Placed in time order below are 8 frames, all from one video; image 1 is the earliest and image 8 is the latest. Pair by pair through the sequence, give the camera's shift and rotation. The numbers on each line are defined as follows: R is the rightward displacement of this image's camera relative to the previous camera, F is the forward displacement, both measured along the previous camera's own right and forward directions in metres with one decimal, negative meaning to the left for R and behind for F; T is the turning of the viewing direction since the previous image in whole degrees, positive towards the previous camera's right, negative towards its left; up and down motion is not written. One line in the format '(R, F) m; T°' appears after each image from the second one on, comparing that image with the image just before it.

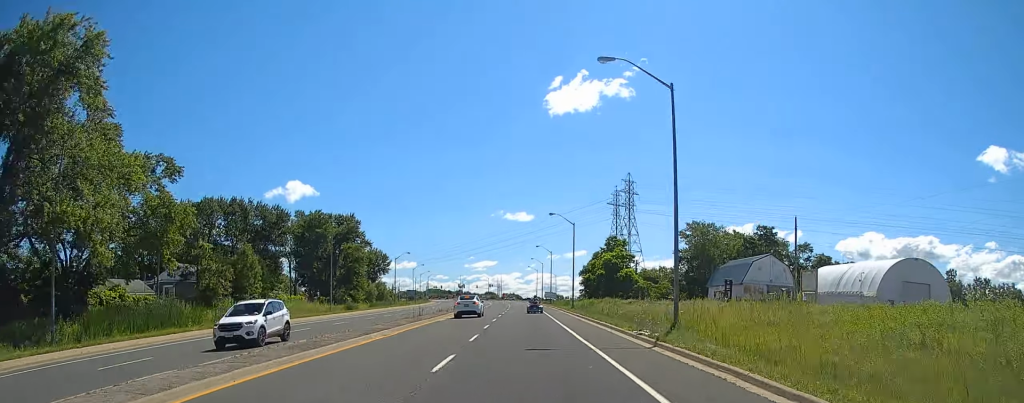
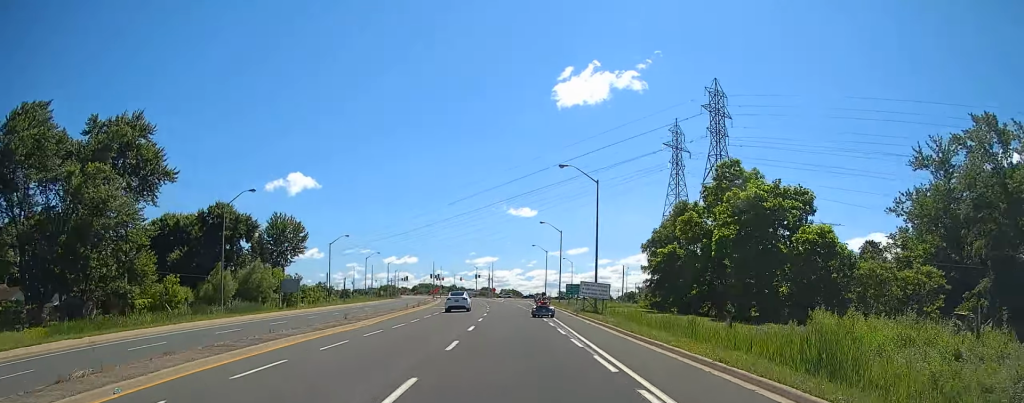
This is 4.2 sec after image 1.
(+0.2, +75.9) m; 0°
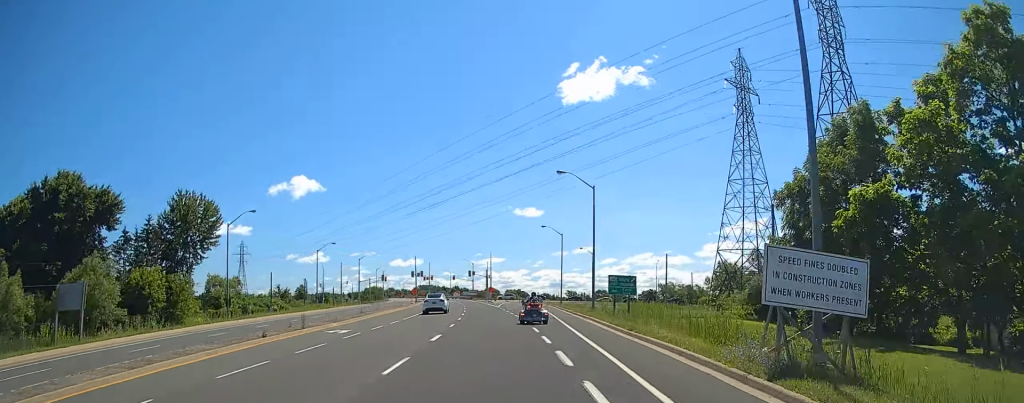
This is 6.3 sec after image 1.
(-0.2, +34.5) m; 0°
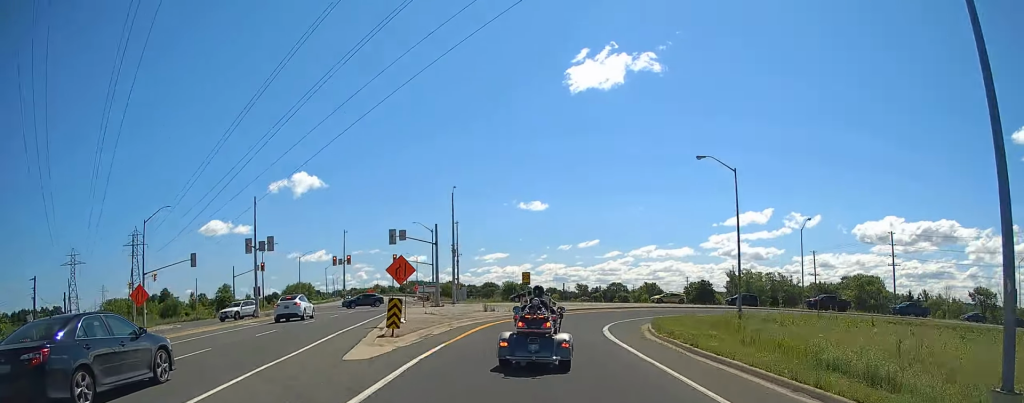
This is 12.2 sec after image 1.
(+0.3, +84.4) m; +15°
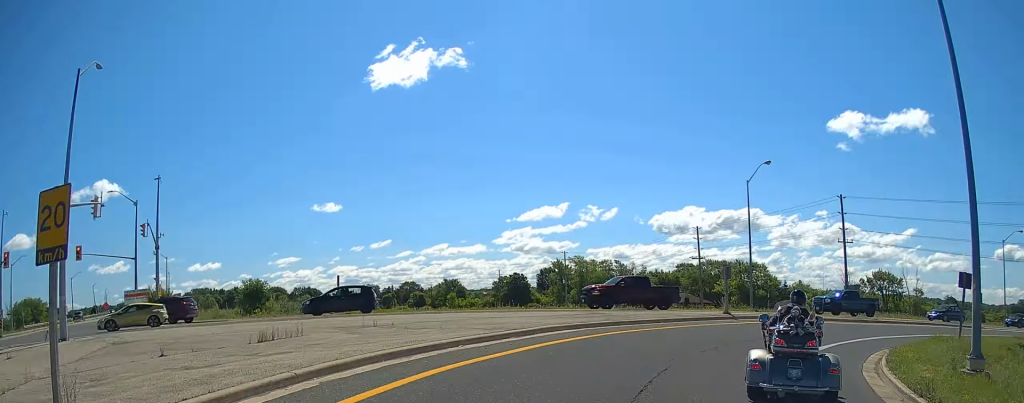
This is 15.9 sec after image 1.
(+8.8, +39.5) m; +28°
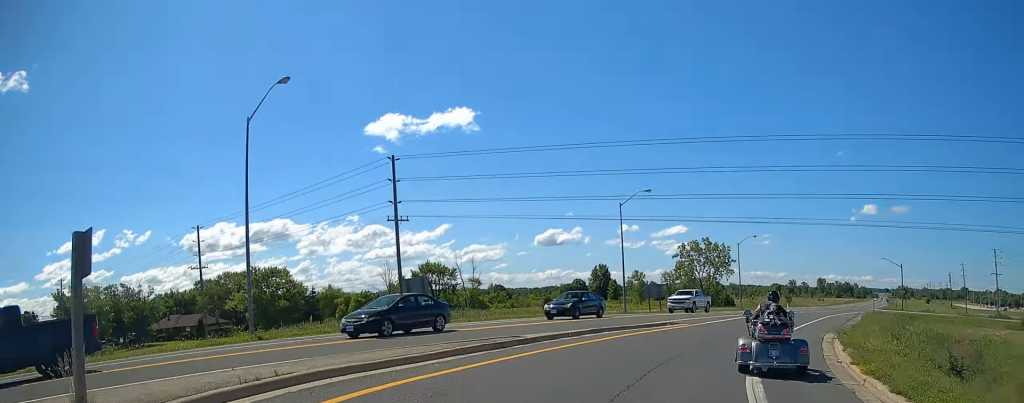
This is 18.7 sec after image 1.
(+1.9, +30.2) m; +25°
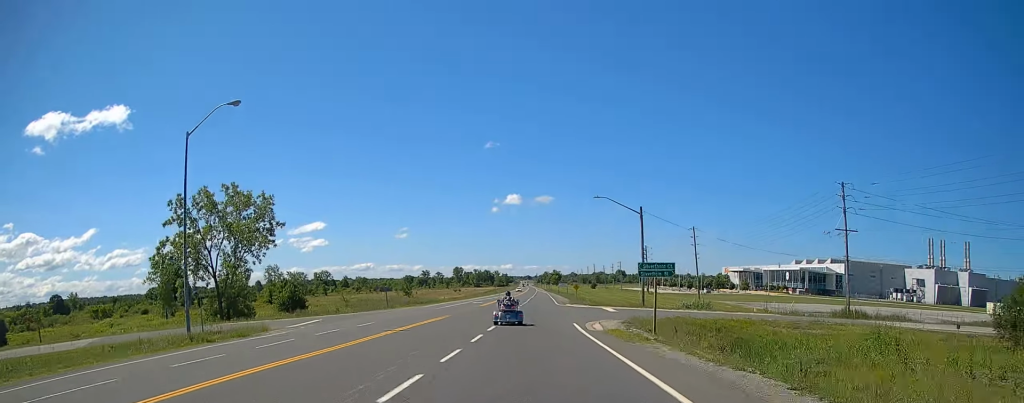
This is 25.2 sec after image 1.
(+31.9, +90.8) m; +20°
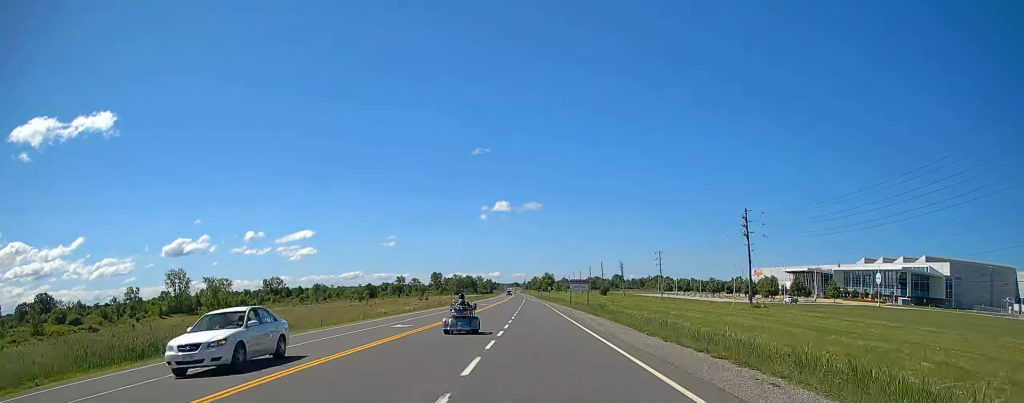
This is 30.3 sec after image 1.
(+0.9, +90.2) m; 0°
